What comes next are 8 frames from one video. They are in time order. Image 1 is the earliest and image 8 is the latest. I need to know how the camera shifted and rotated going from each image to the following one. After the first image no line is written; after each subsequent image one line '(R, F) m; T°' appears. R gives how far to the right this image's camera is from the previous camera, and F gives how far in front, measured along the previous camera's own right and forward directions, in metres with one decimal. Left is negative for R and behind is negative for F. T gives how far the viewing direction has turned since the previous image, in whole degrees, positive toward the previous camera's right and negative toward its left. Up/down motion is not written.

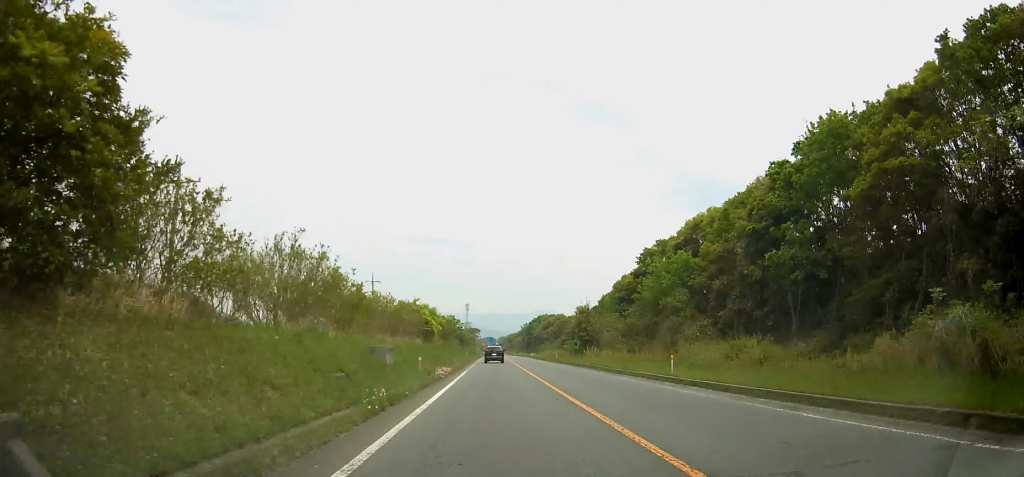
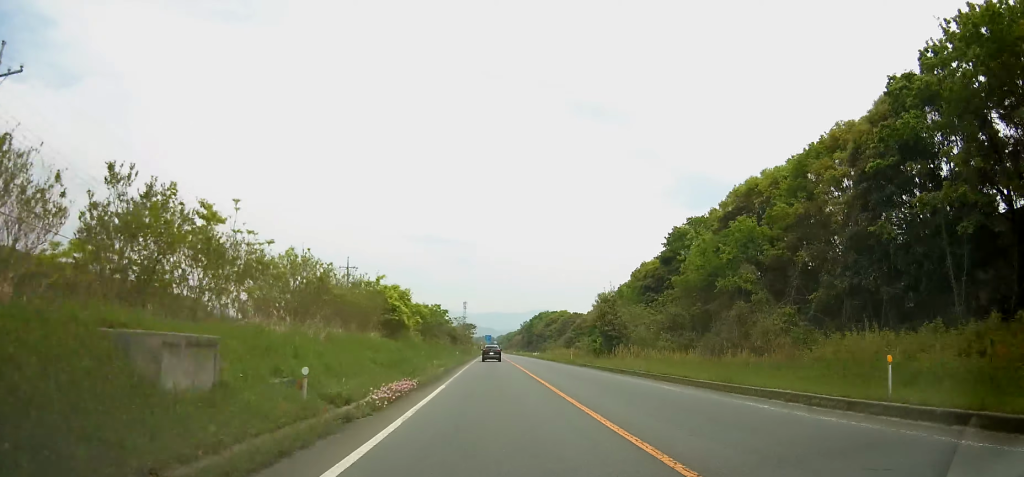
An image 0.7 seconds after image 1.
(0.0, +13.2) m; 0°
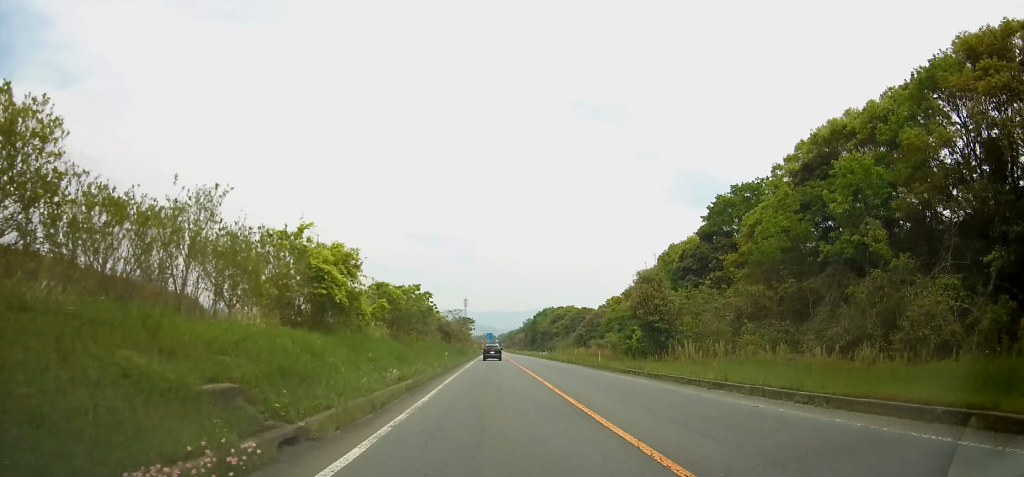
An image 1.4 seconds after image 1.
(0.0, +12.5) m; 0°
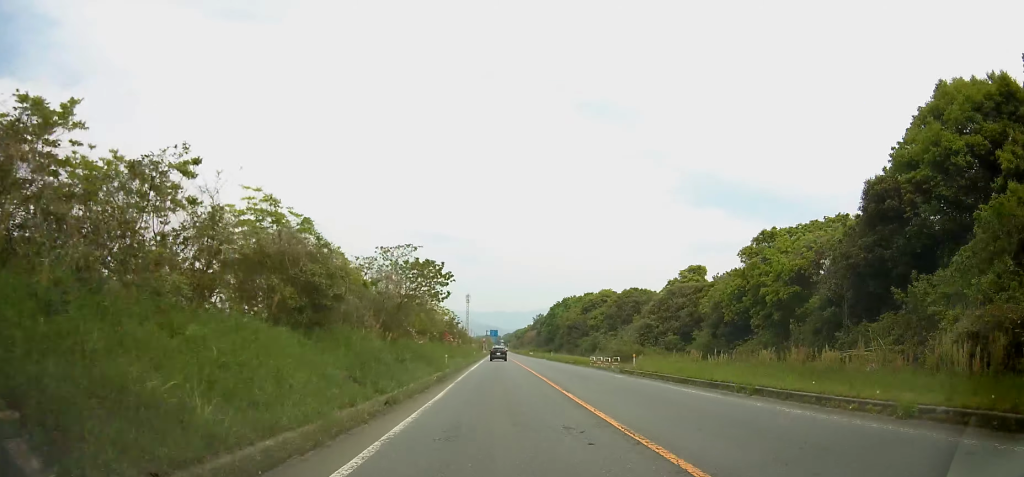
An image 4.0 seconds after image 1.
(-0.2, +44.8) m; 0°
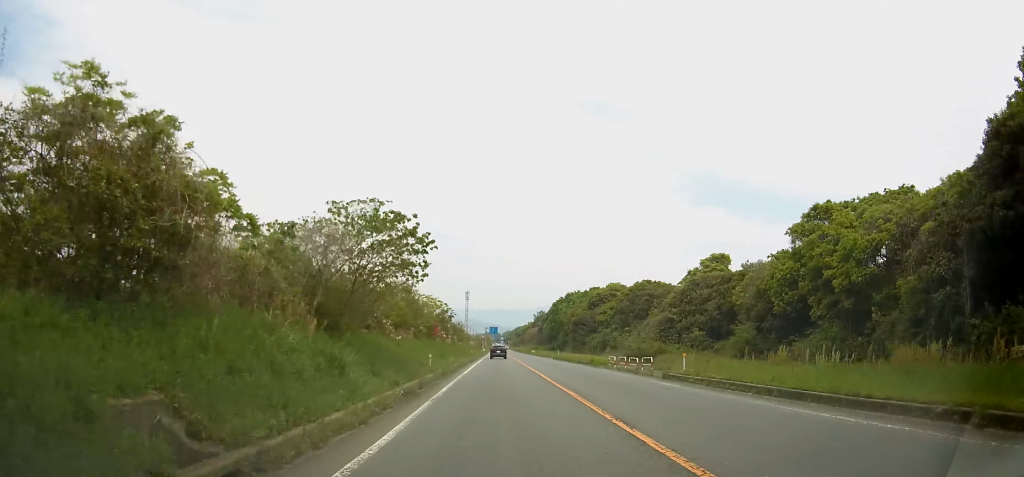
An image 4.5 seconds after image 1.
(0.0, +8.0) m; 0°
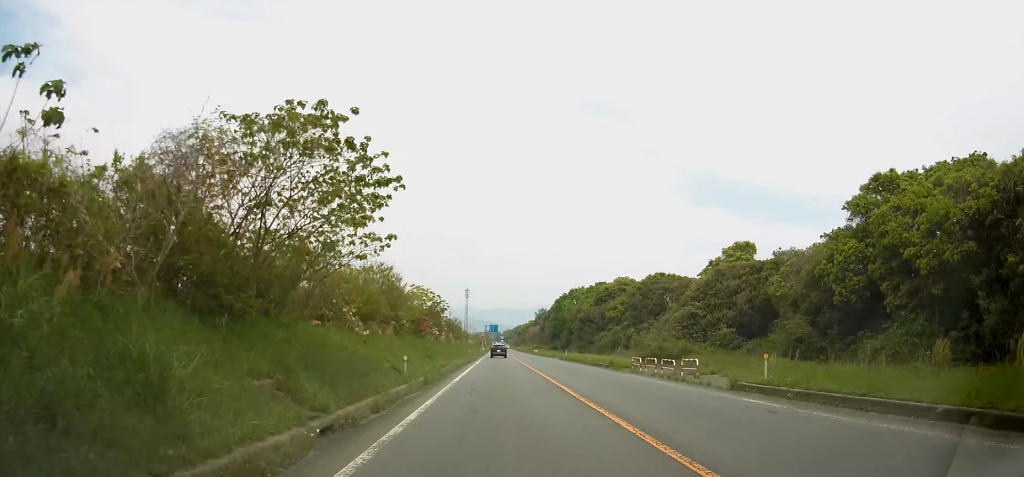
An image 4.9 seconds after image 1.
(0.0, +6.7) m; 0°
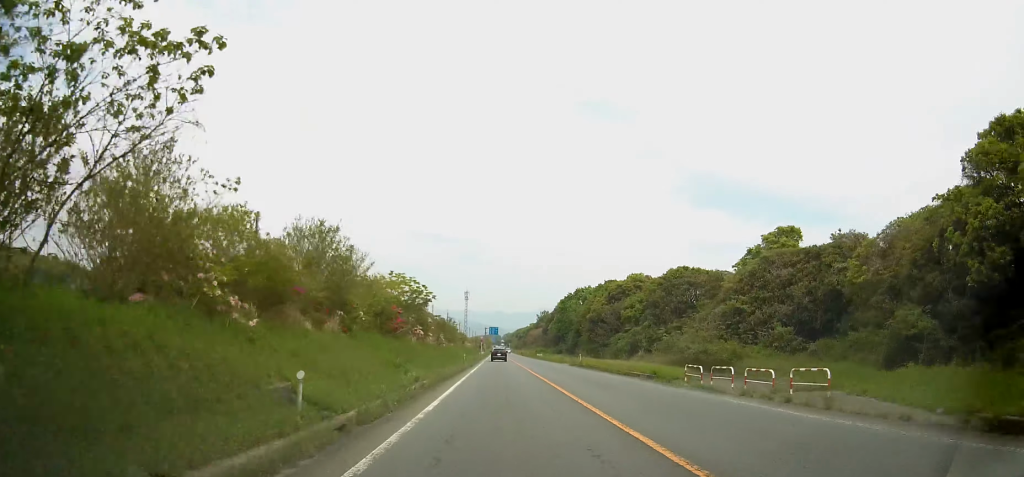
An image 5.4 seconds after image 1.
(0.0, +9.5) m; 0°
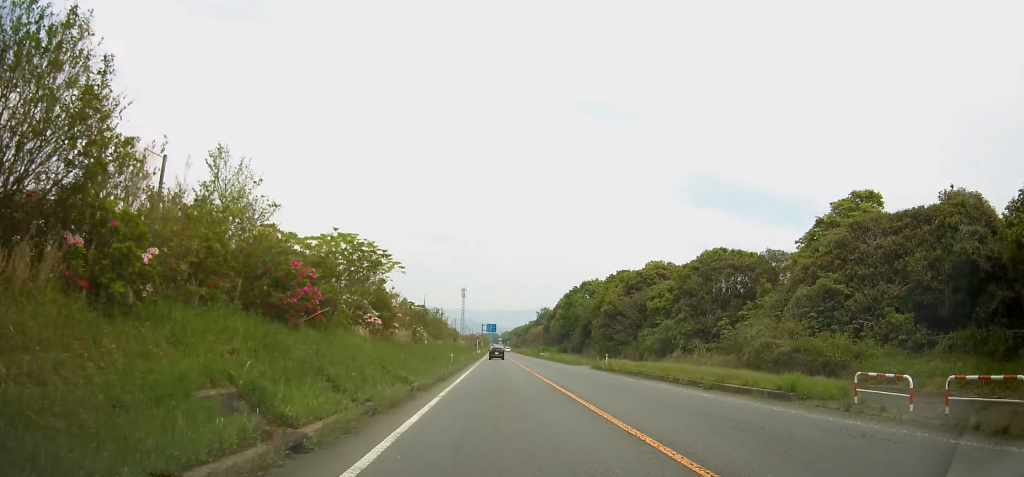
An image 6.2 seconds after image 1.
(-0.1, +12.2) m; 0°
